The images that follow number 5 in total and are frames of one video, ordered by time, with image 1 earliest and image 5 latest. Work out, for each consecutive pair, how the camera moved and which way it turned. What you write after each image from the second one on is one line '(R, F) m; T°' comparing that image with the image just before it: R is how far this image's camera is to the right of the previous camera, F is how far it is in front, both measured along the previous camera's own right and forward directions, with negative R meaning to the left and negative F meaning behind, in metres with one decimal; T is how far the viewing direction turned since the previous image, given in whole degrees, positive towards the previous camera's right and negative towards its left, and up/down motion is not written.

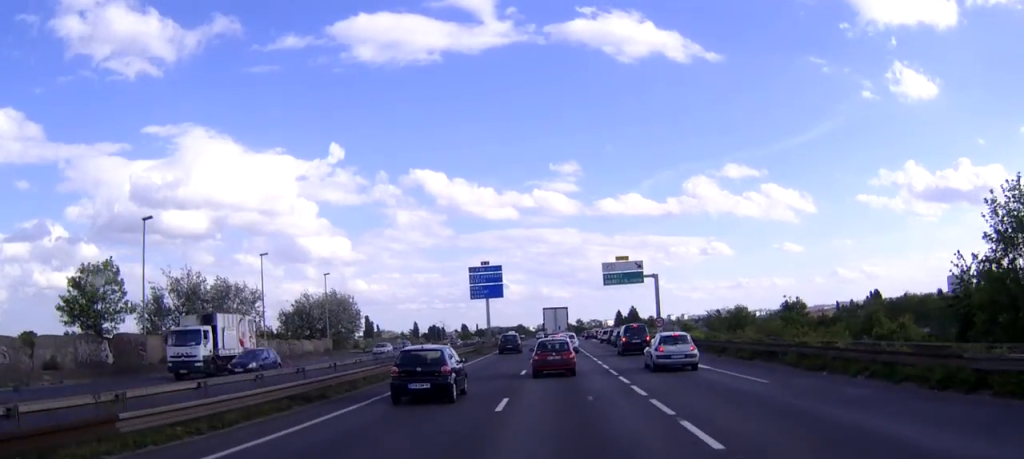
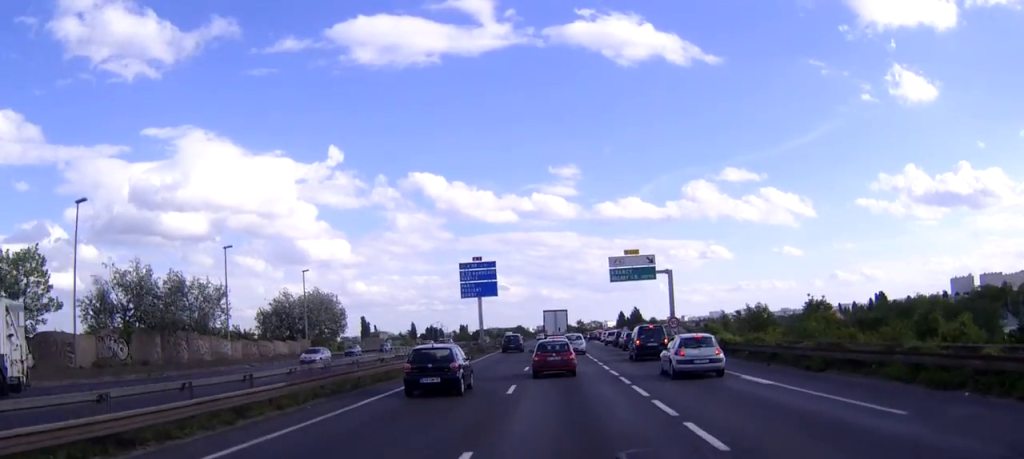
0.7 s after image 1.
(0.0, +8.8) m; 0°
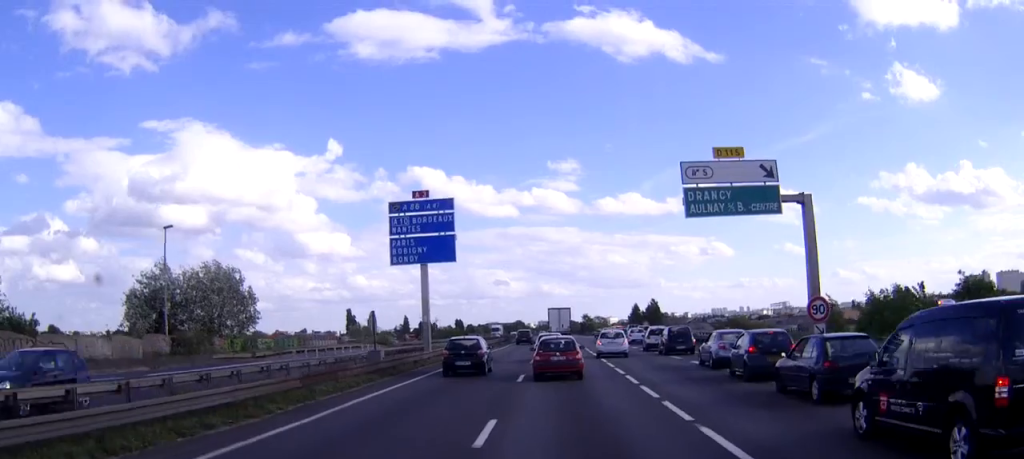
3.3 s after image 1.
(-0.2, +35.3) m; 0°
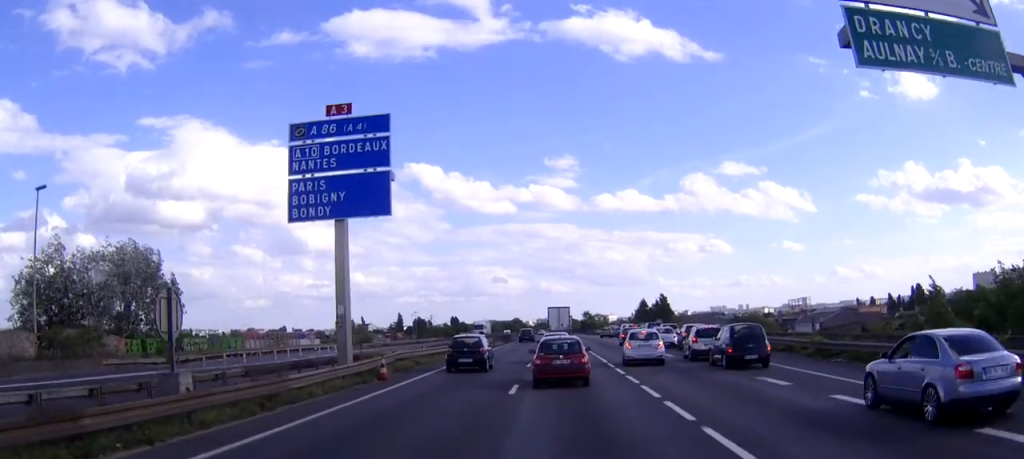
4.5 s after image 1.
(0.0, +17.1) m; 0°
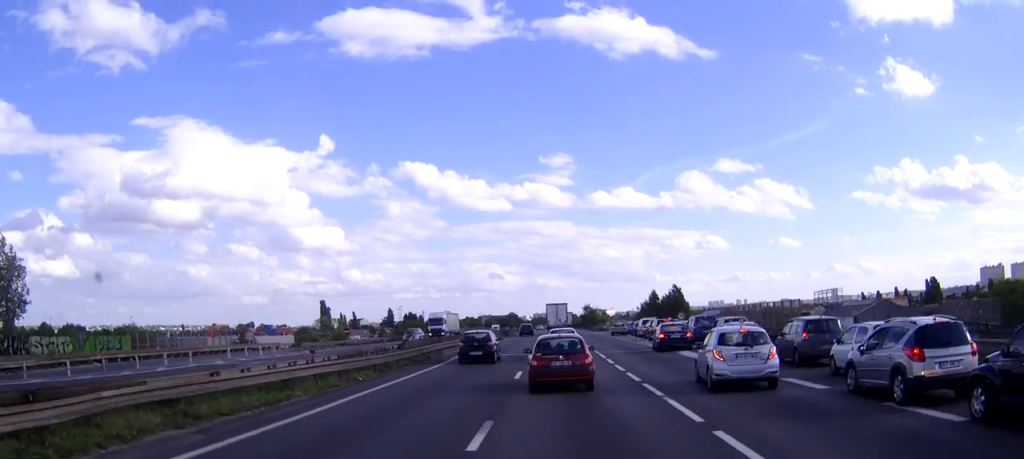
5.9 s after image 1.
(+0.1, +22.2) m; 0°
